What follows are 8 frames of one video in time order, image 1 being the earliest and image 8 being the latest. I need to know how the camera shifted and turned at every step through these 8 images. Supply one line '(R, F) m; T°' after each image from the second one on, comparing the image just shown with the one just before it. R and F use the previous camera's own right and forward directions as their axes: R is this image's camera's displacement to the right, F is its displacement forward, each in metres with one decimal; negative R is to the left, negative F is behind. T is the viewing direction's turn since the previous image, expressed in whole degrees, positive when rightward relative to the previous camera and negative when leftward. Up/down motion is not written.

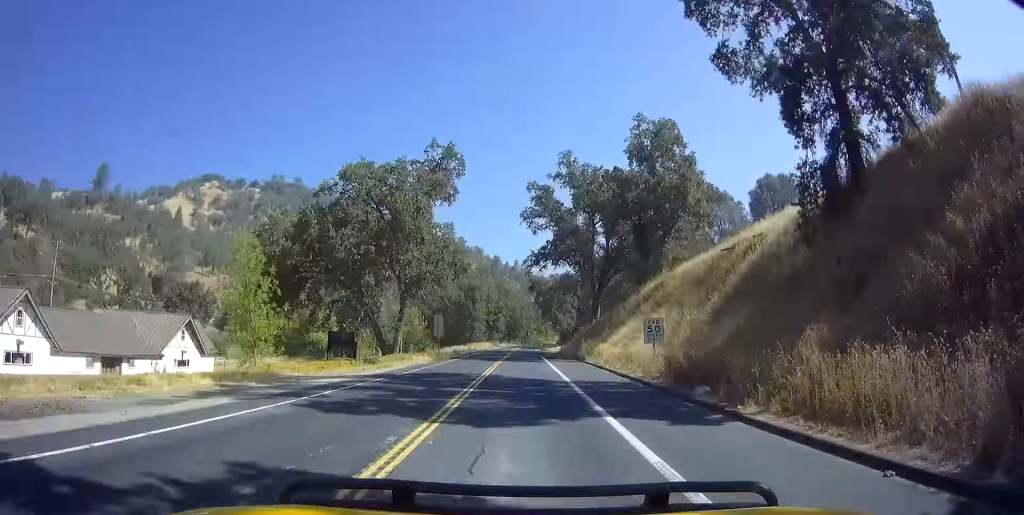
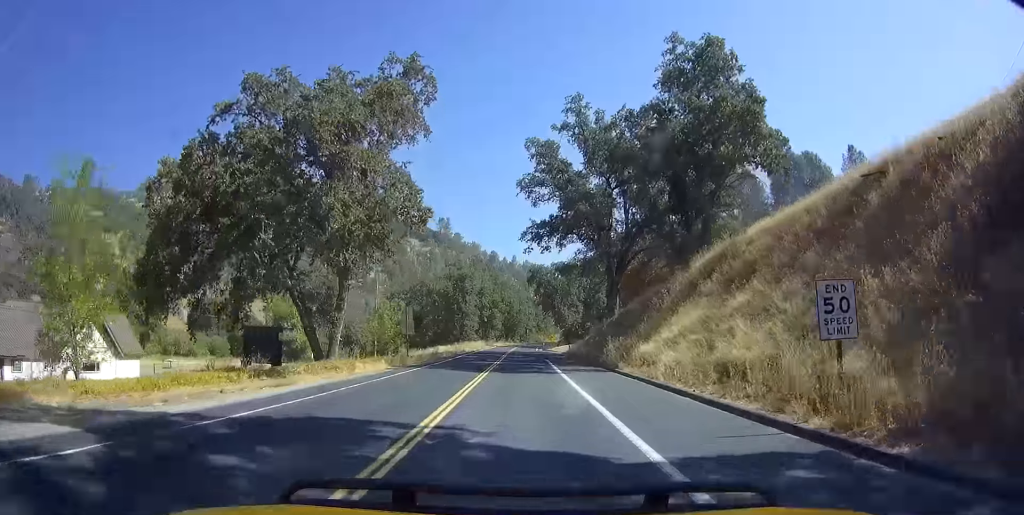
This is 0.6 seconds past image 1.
(-0.4, +14.7) m; 0°
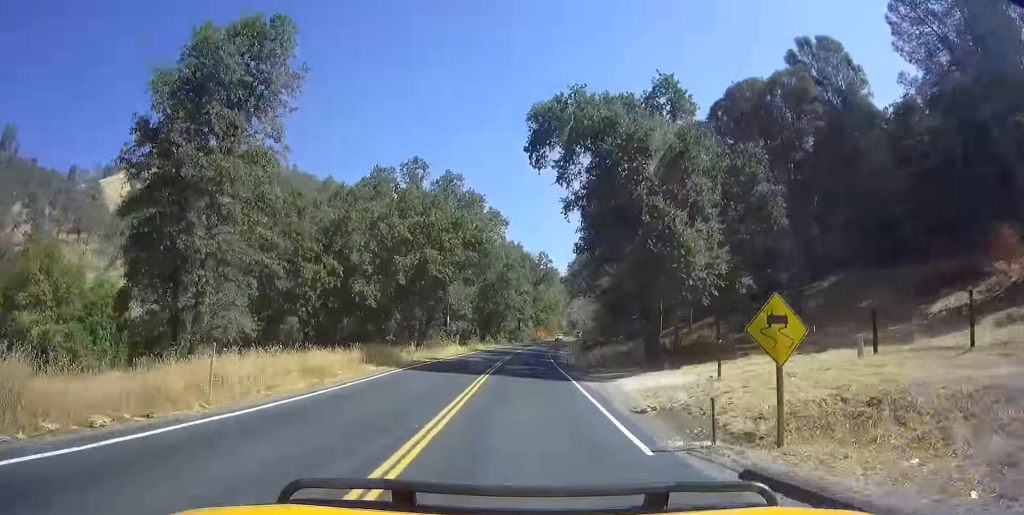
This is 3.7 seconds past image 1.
(+0.2, +70.8) m; +2°
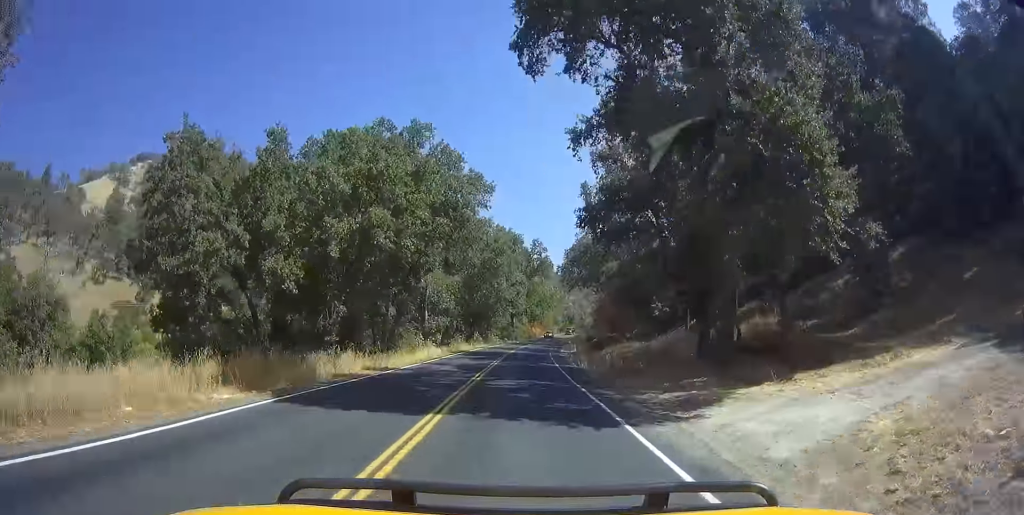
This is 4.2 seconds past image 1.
(+0.2, +11.7) m; +1°
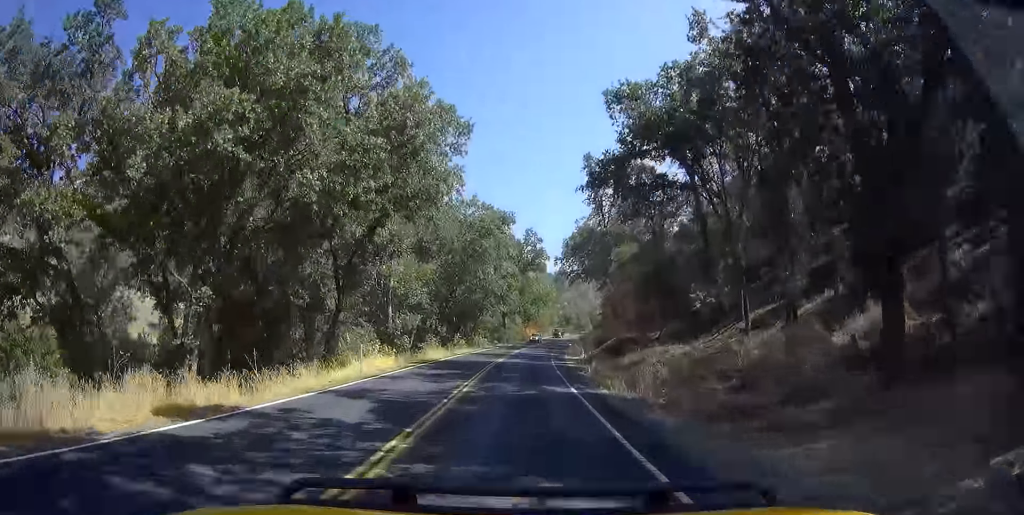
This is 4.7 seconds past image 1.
(+0.3, +13.3) m; 0°
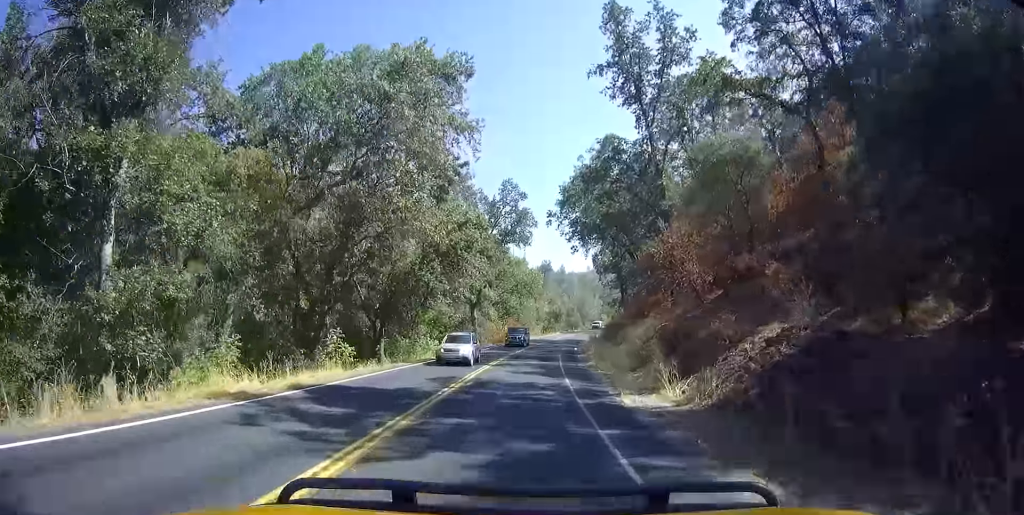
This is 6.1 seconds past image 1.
(-0.3, +31.4) m; +1°
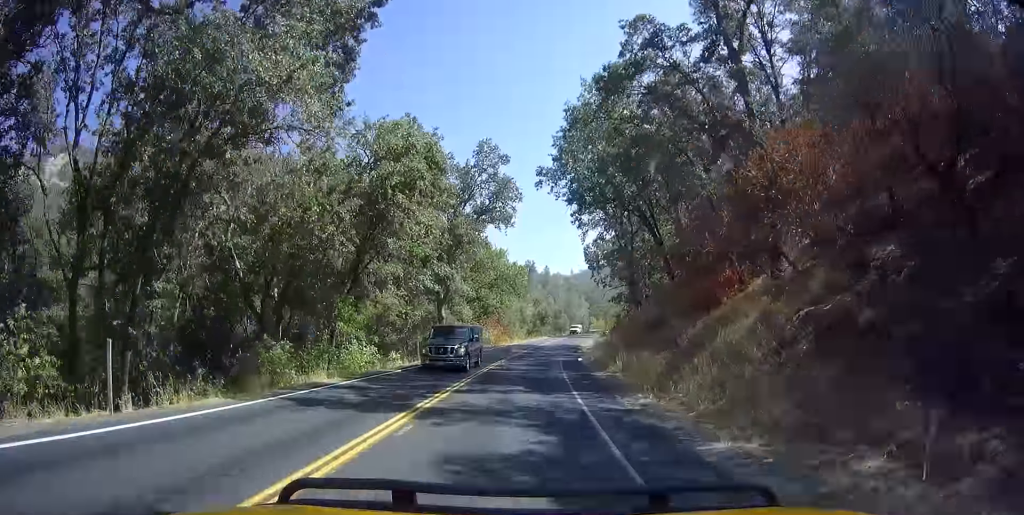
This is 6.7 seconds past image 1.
(+0.4, +15.8) m; +2°
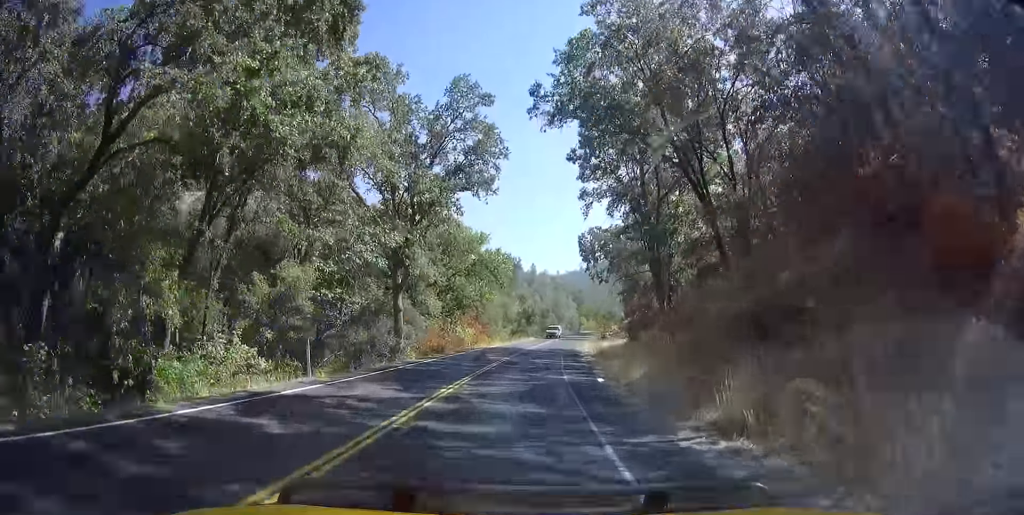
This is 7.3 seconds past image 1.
(+0.3, +14.2) m; +2°
